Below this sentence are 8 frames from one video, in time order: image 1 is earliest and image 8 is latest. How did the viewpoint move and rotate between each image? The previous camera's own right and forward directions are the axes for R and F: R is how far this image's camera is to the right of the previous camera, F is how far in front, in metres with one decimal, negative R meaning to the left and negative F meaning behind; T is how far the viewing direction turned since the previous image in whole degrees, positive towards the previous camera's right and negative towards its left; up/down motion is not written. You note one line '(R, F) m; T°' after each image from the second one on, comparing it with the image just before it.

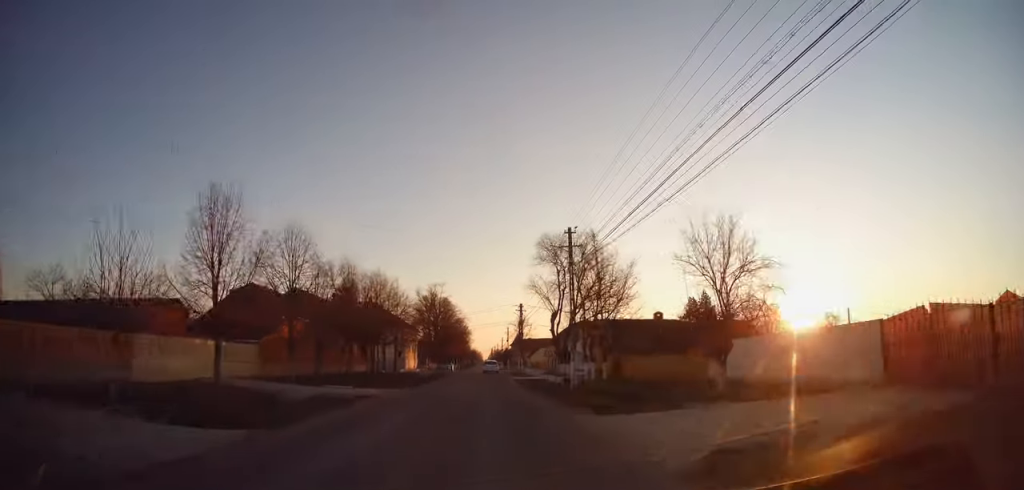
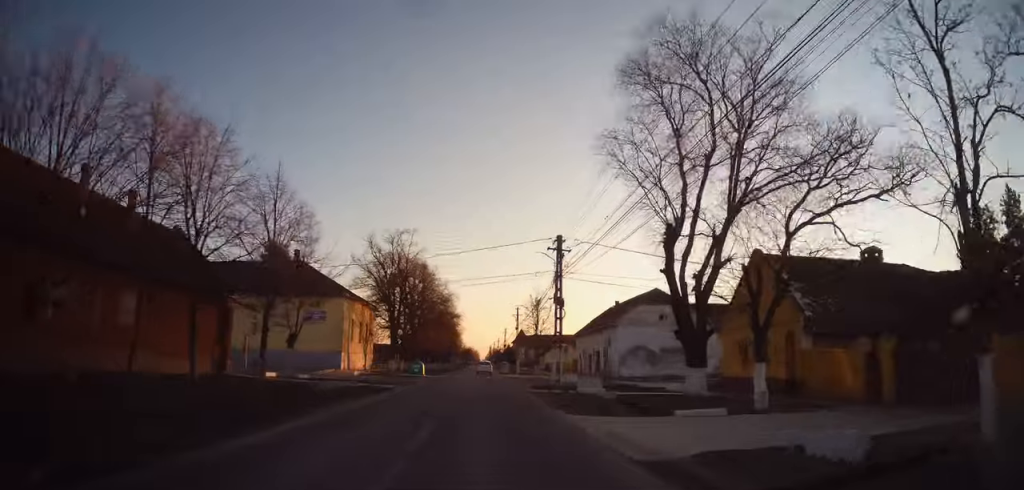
(-0.9, +34.0) m; -2°
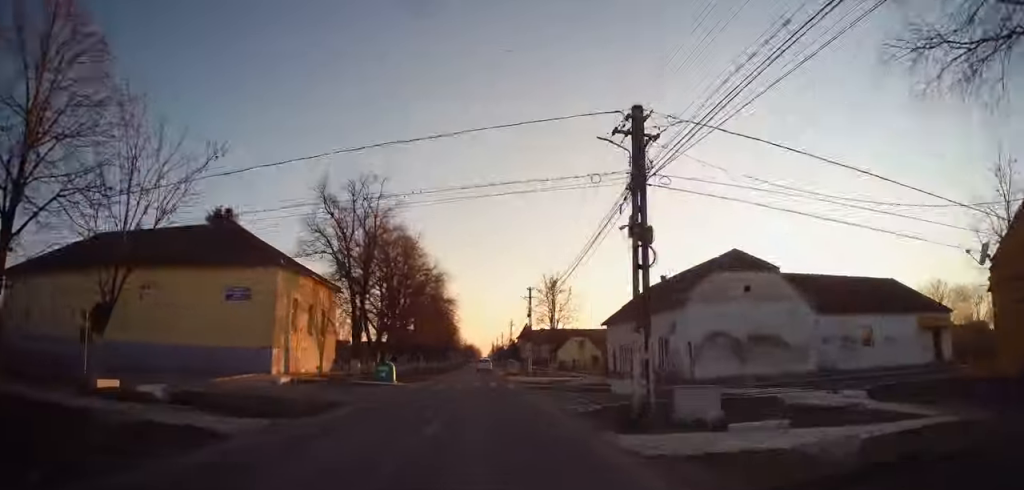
(0.0, +15.2) m; 0°
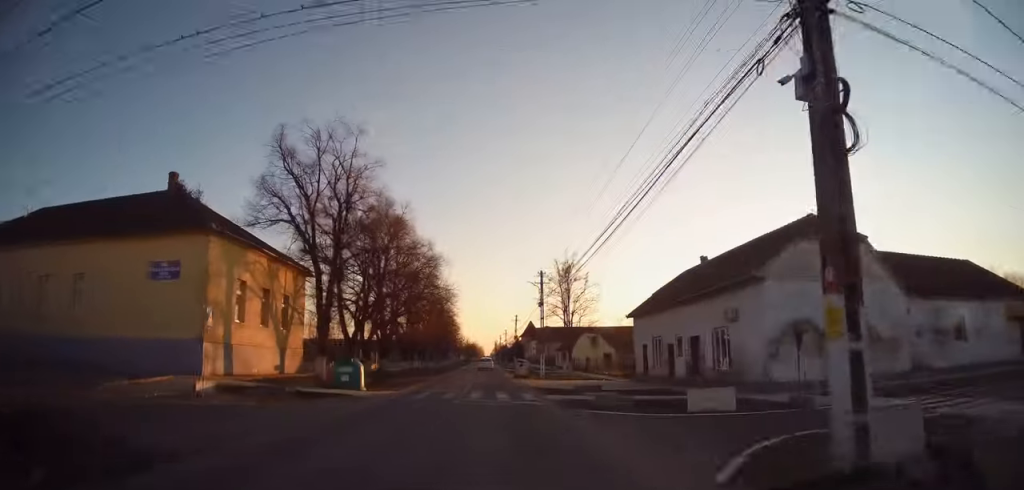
(0.0, +8.3) m; 0°
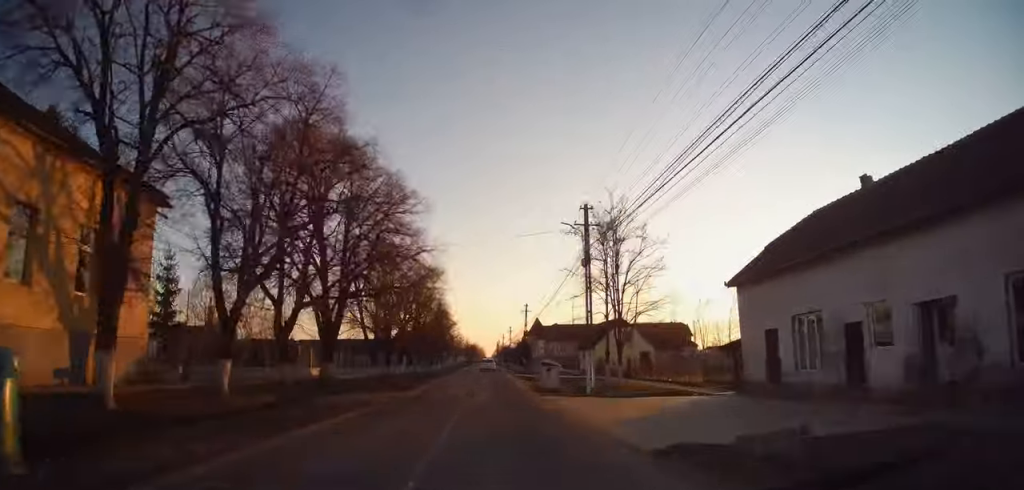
(0.0, +17.5) m; 0°
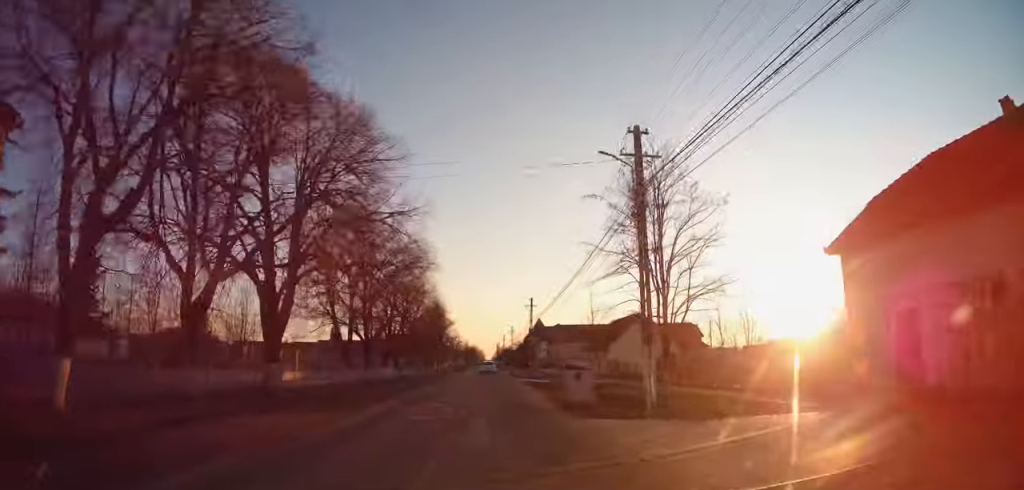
(0.0, +7.8) m; 0°
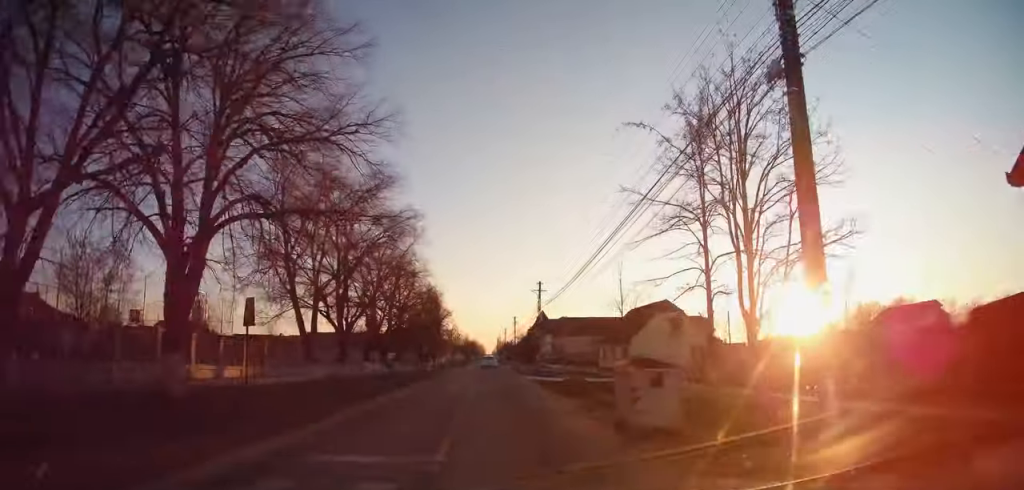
(-0.1, +7.4) m; +1°
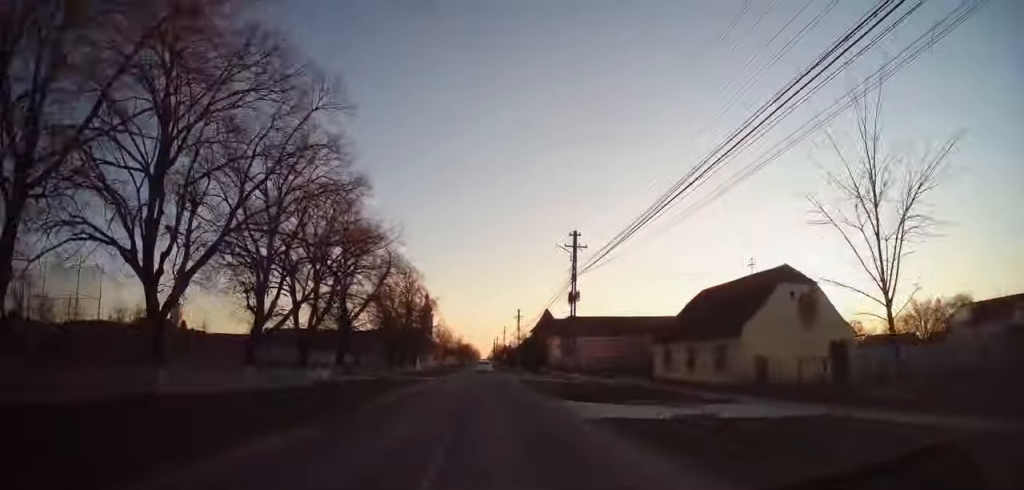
(+0.3, +18.9) m; 0°
